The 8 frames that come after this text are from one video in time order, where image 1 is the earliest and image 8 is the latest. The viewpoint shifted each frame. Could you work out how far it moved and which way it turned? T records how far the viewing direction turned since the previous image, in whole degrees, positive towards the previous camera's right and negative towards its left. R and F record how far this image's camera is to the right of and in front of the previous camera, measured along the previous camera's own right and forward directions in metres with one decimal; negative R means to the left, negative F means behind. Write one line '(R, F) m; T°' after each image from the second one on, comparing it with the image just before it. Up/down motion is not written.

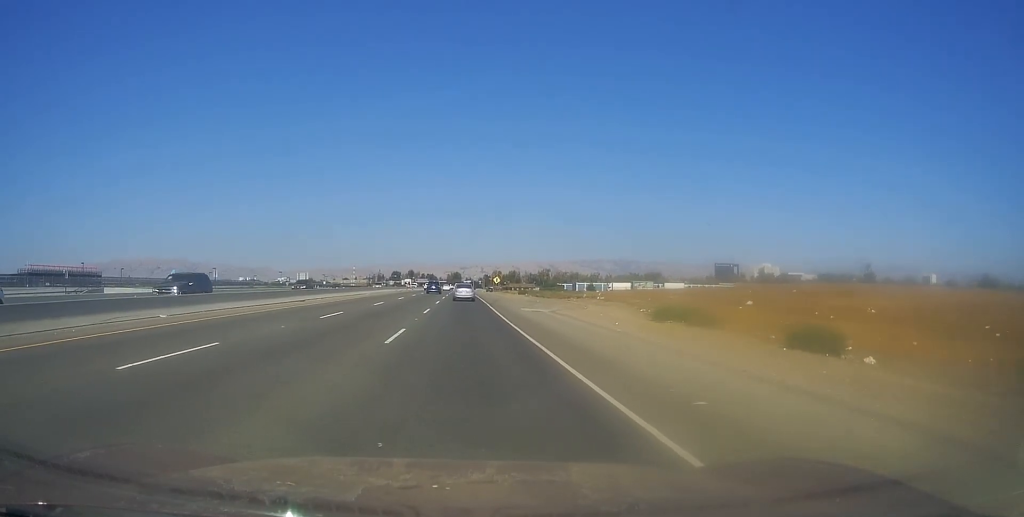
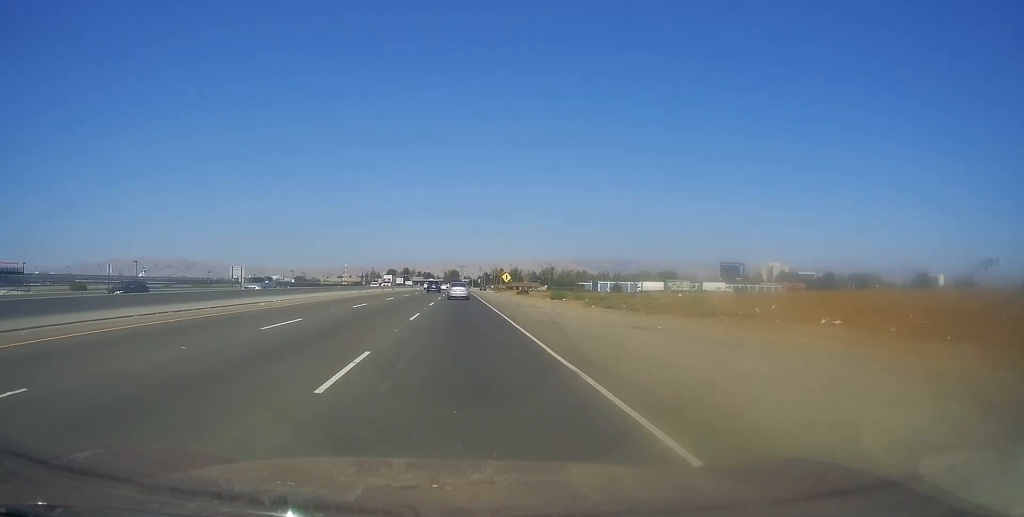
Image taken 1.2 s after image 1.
(-0.4, +35.3) m; -1°
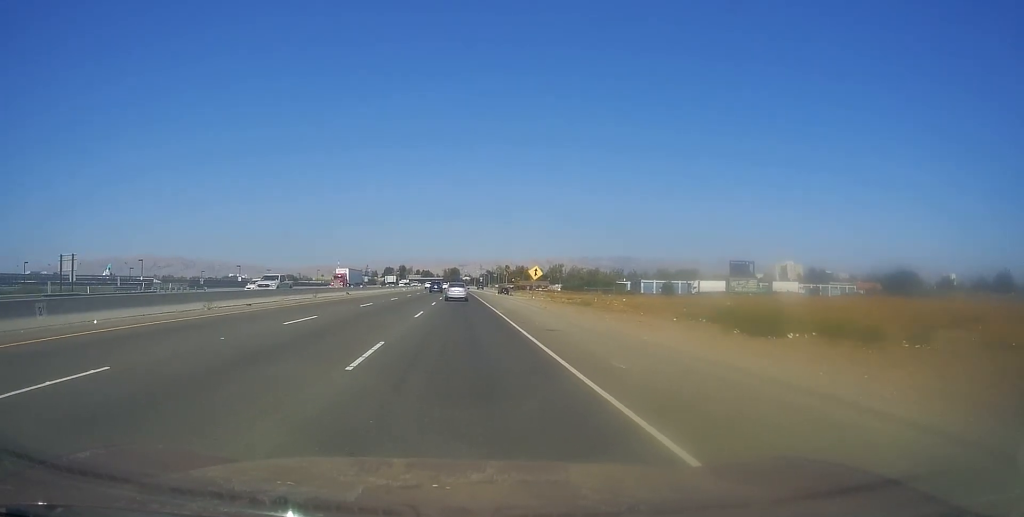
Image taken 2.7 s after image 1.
(+0.5, +41.2) m; +1°
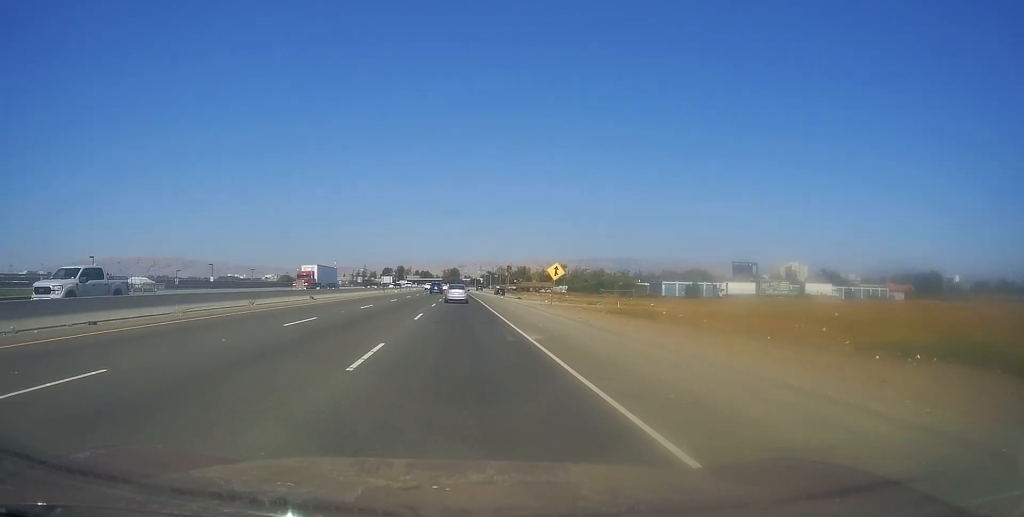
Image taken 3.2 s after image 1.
(+0.3, +14.5) m; 0°
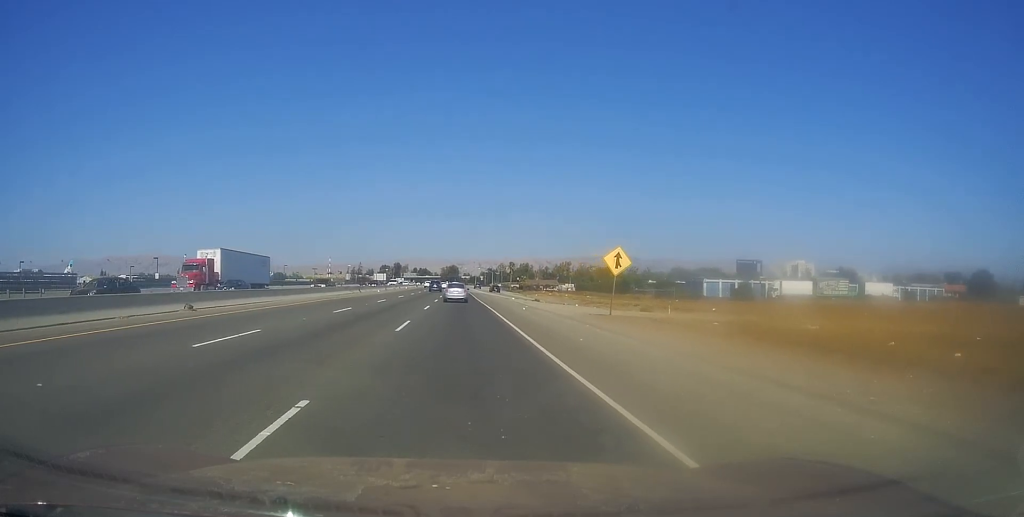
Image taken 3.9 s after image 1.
(-0.5, +21.3) m; -1°
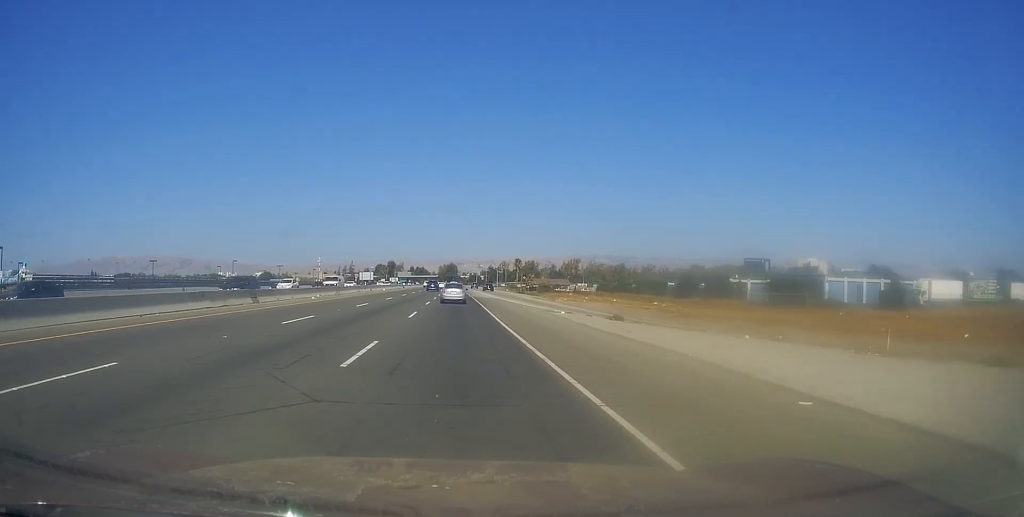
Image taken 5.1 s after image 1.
(0.0, +35.8) m; +1°
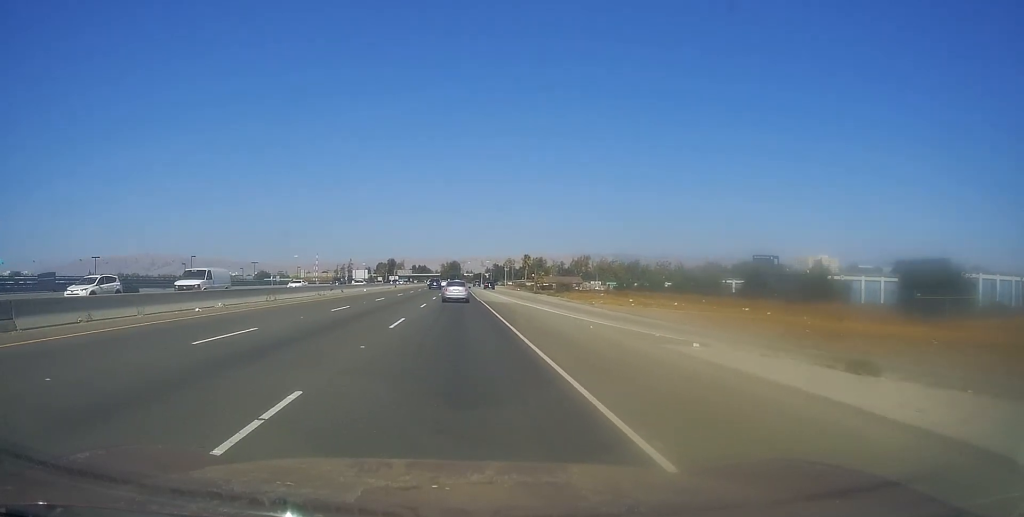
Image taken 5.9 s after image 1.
(+0.1, +21.3) m; 0°
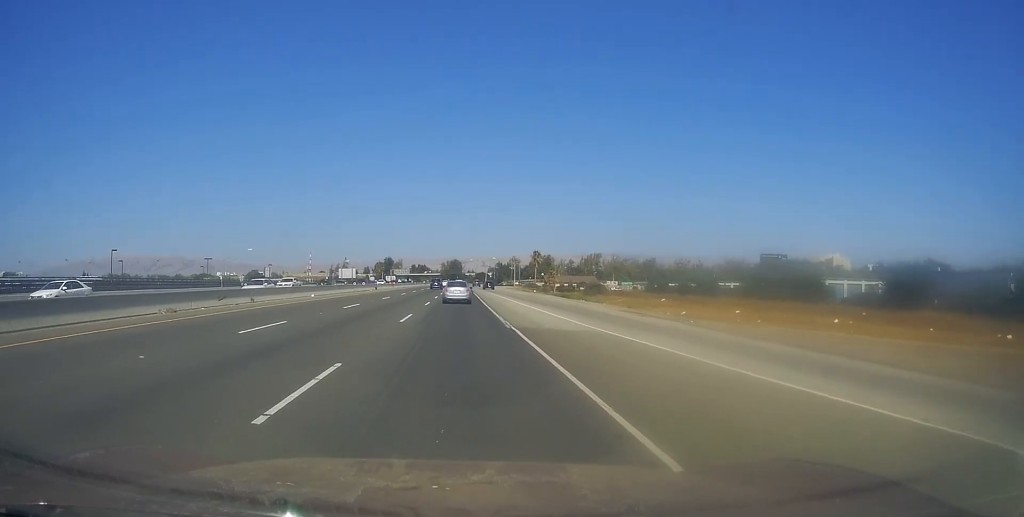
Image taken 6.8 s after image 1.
(-0.2, +26.3) m; 0°
